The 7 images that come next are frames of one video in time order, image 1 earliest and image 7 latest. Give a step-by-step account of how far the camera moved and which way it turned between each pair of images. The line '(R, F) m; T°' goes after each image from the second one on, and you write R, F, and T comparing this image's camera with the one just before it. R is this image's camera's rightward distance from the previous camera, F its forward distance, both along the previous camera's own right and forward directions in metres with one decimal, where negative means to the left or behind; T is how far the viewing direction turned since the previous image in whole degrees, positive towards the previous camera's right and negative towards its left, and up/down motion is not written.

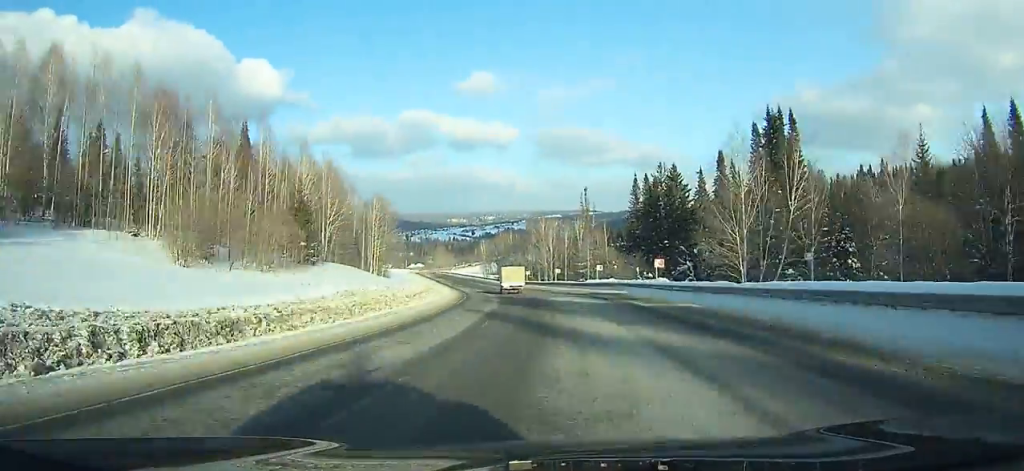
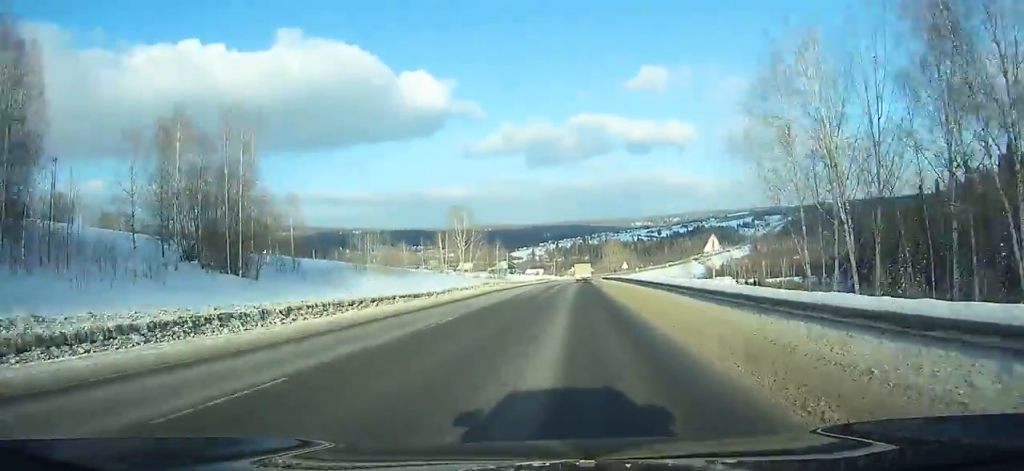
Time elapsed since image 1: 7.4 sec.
(-28.2, +157.1) m; -15°
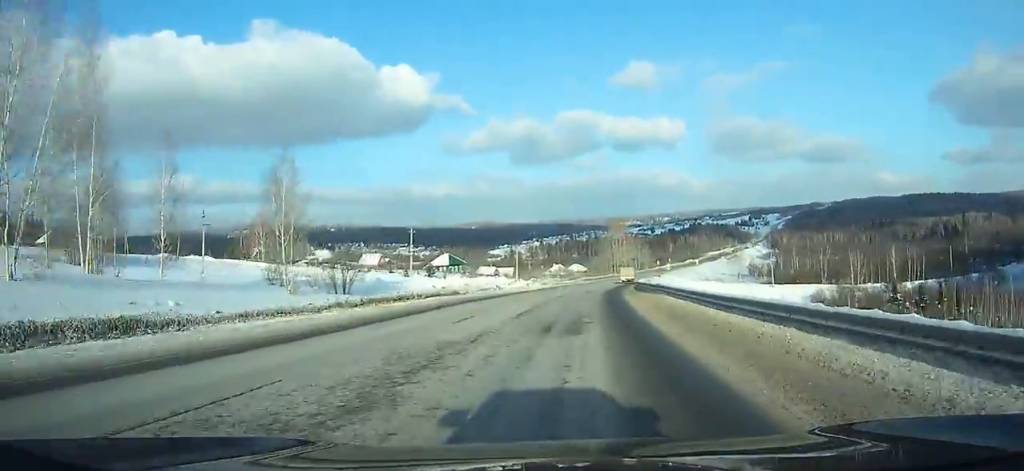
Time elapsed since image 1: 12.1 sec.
(-2.1, +105.6) m; +1°
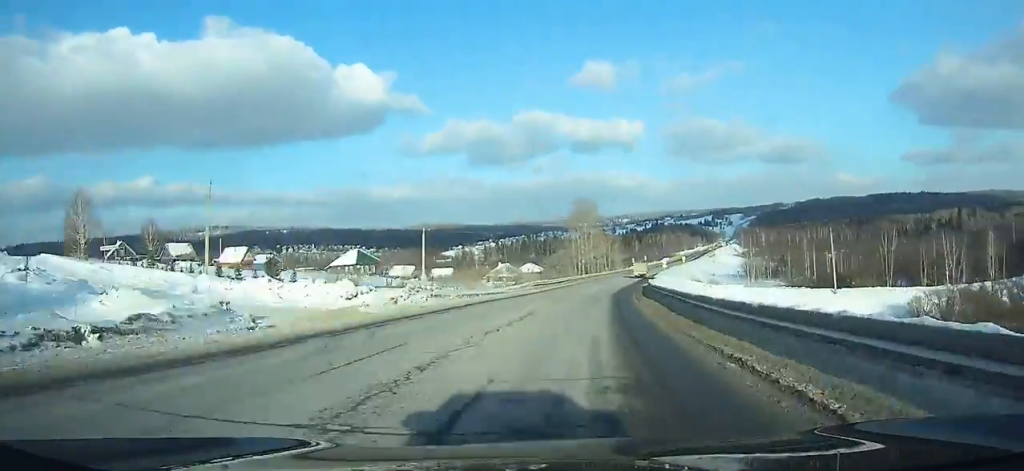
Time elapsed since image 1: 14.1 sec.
(+1.3, +45.7) m; +3°
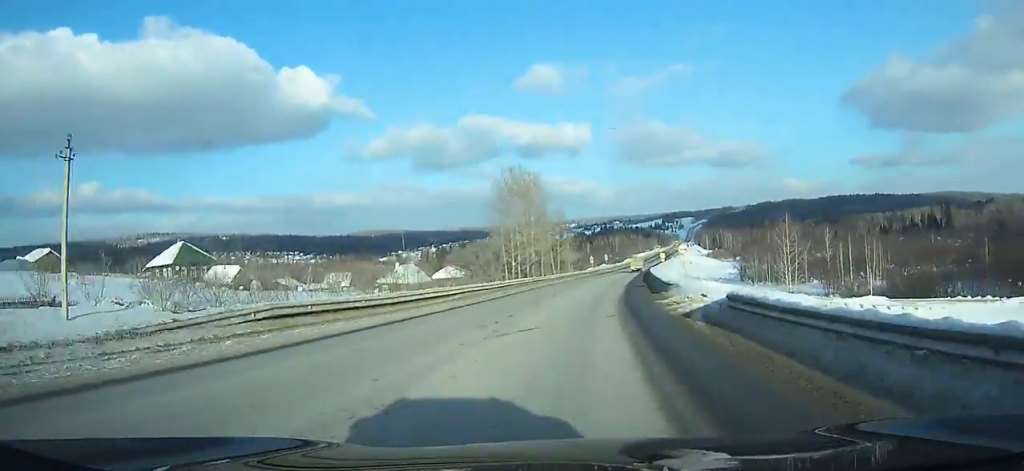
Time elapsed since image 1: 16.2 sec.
(+1.3, +48.0) m; +4°
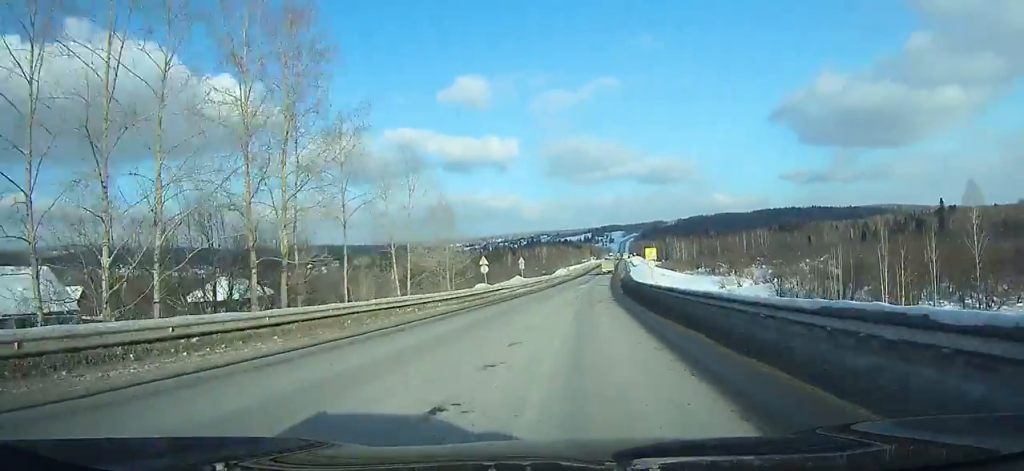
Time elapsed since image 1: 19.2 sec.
(+3.9, +68.4) m; +6°
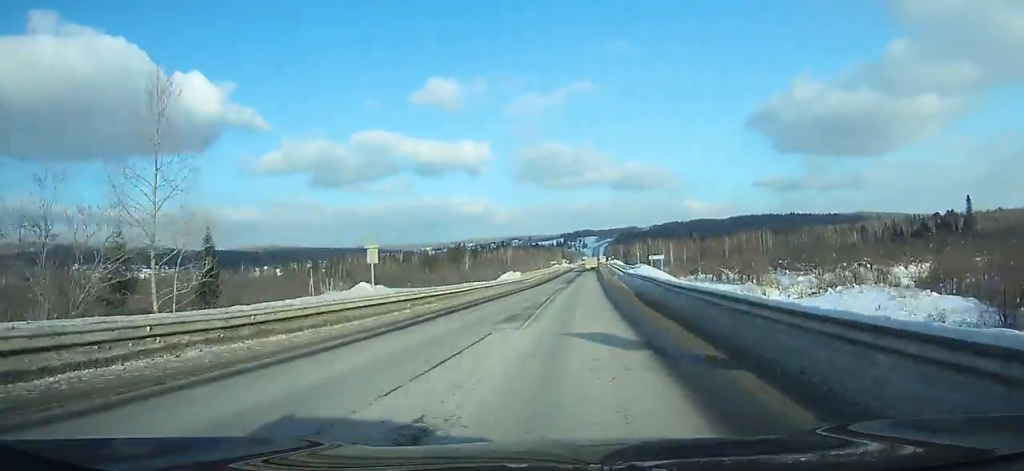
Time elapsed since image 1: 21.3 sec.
(+1.6, +47.4) m; +3°
